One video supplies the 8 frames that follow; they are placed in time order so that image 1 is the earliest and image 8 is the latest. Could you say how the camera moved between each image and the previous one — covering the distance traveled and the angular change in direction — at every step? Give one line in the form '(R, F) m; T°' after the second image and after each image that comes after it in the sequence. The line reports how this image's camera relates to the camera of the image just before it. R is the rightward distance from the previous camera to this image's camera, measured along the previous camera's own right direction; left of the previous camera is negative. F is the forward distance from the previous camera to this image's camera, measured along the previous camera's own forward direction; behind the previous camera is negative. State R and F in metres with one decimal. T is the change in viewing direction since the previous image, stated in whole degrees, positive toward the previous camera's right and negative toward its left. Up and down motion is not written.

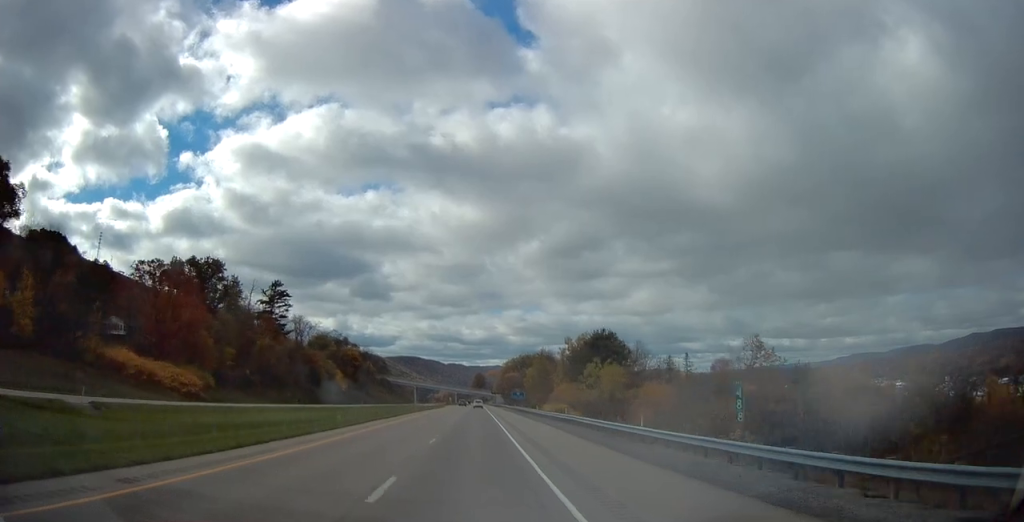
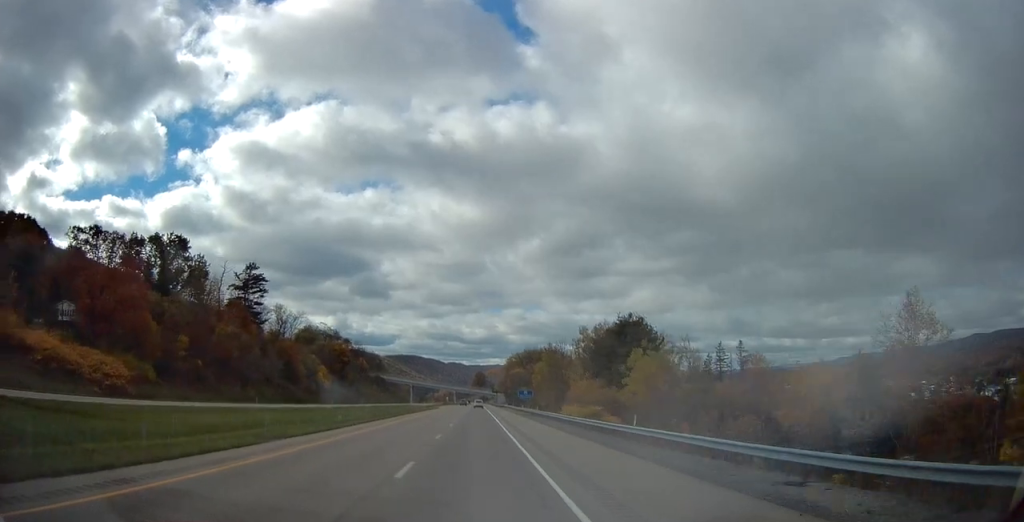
(-0.1, +21.3) m; 0°
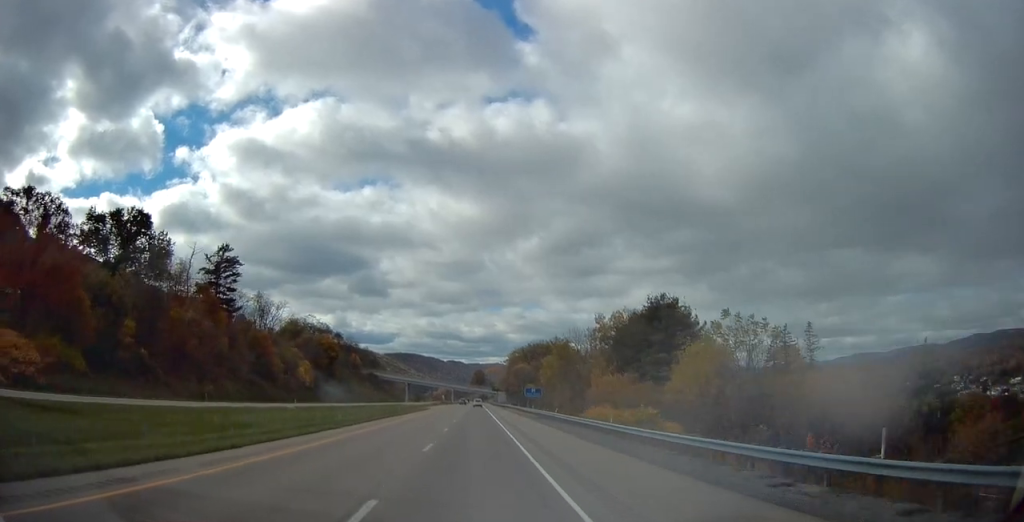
(-0.1, +18.1) m; 0°
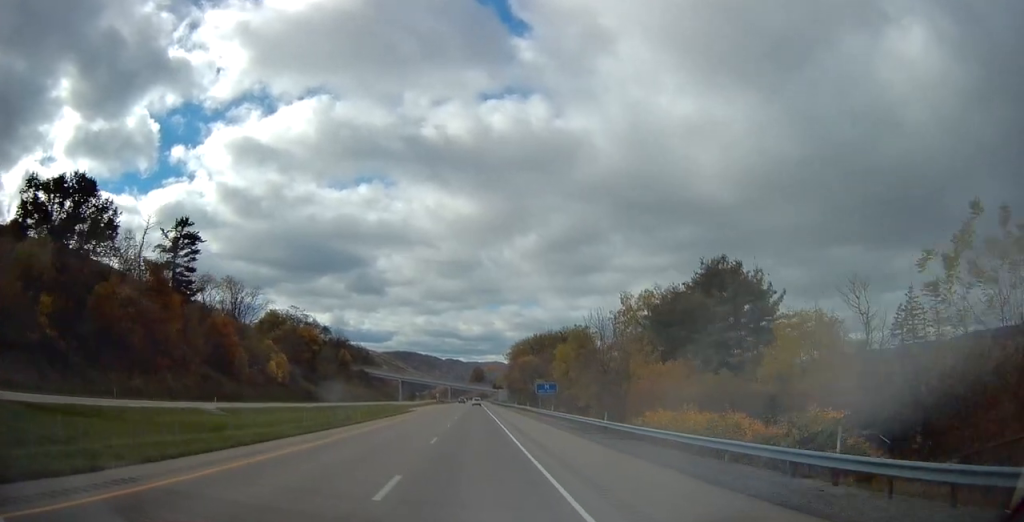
(+0.1, +21.3) m; 0°
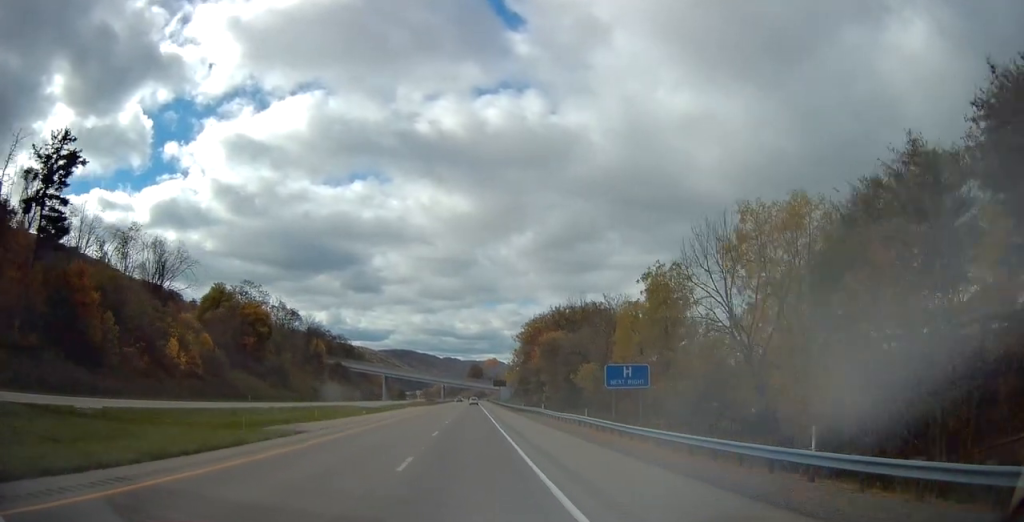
(-0.1, +44.8) m; 0°
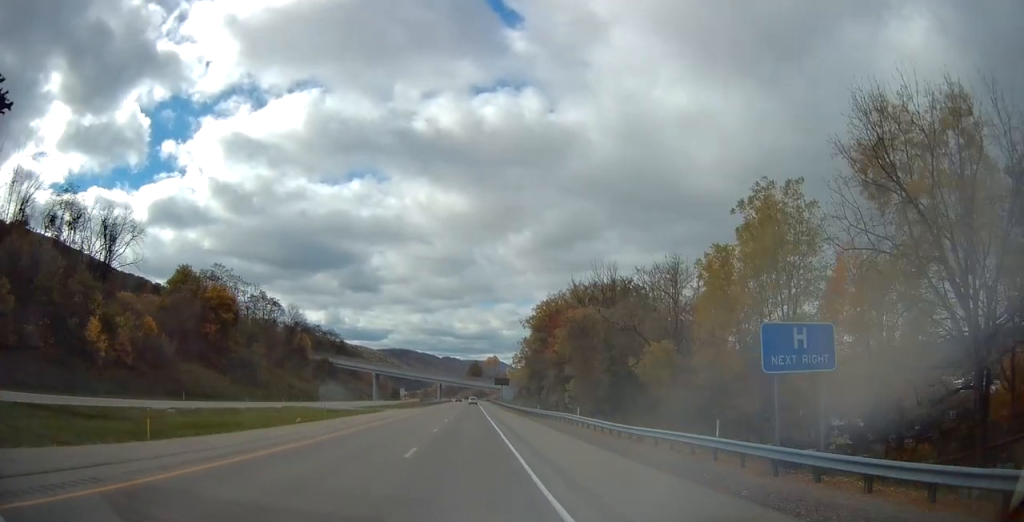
(+0.1, +21.4) m; 0°
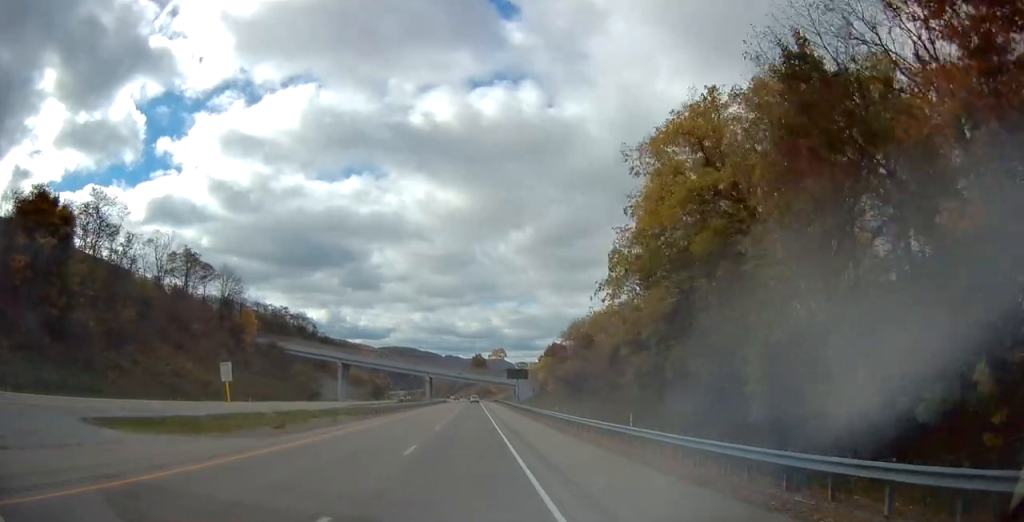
(-0.1, +59.8) m; 0°
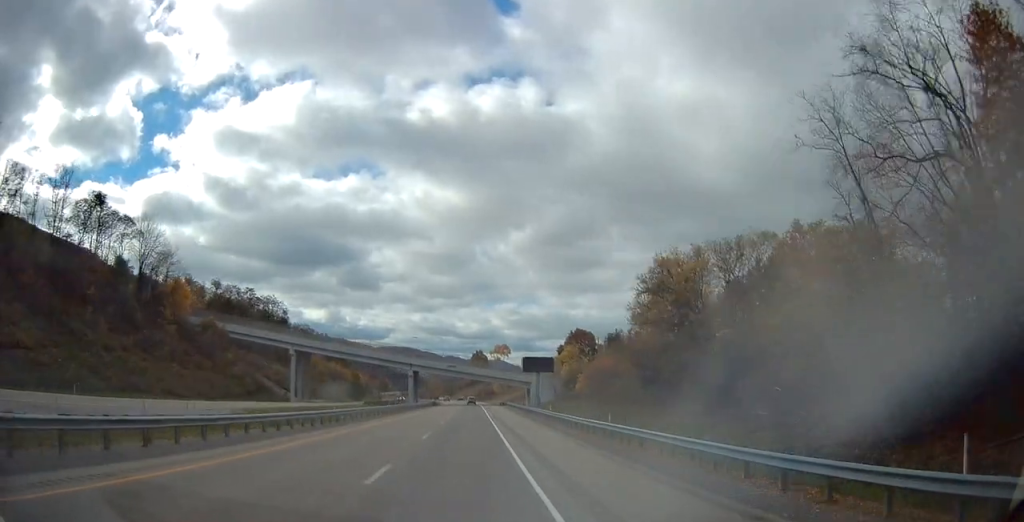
(0.0, +42.0) m; 0°
